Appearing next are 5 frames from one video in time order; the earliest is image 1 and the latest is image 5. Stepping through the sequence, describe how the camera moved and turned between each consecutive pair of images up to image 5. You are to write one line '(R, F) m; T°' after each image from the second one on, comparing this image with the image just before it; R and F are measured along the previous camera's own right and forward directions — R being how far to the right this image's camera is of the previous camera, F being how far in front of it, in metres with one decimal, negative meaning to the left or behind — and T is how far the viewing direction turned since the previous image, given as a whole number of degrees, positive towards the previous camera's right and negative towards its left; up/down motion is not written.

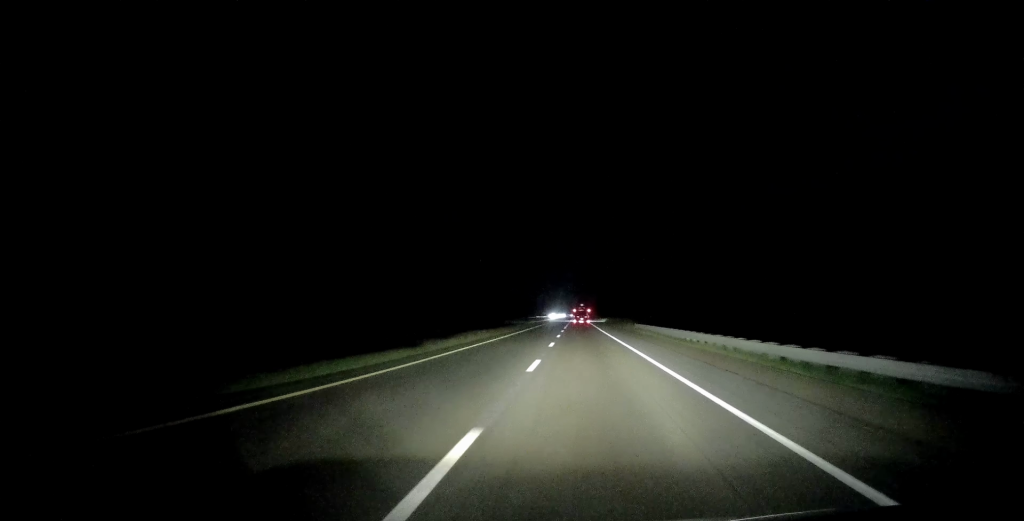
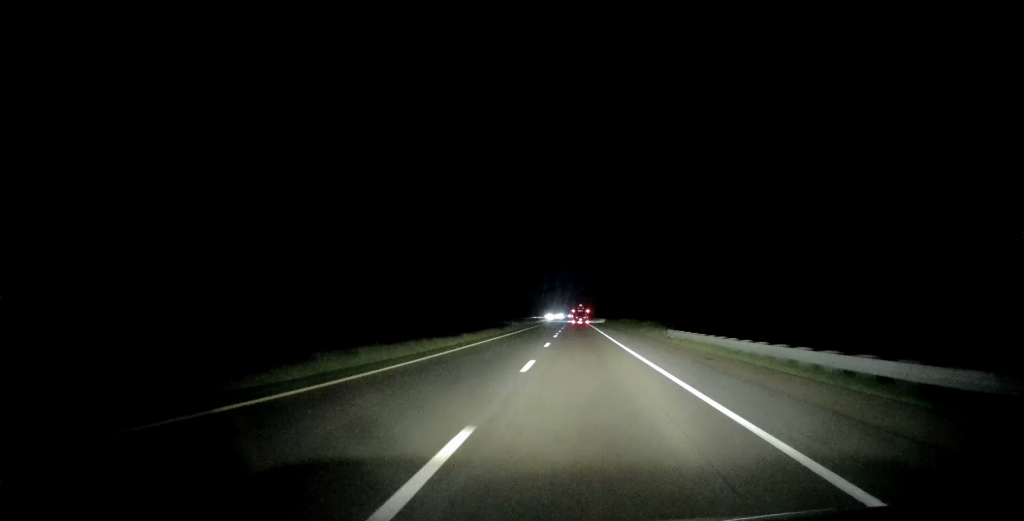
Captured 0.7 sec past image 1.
(+0.3, +24.1) m; +1°
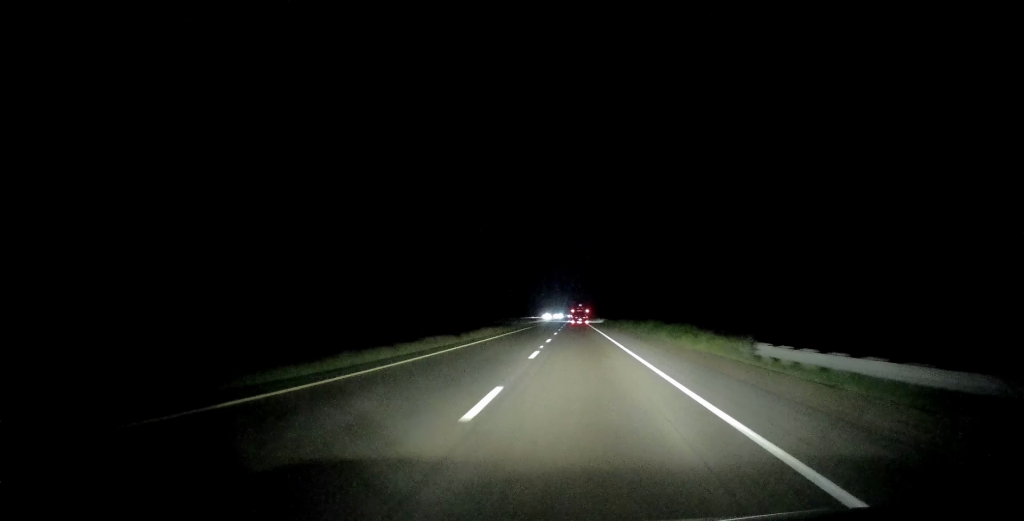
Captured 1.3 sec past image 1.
(+0.1, +19.7) m; 0°
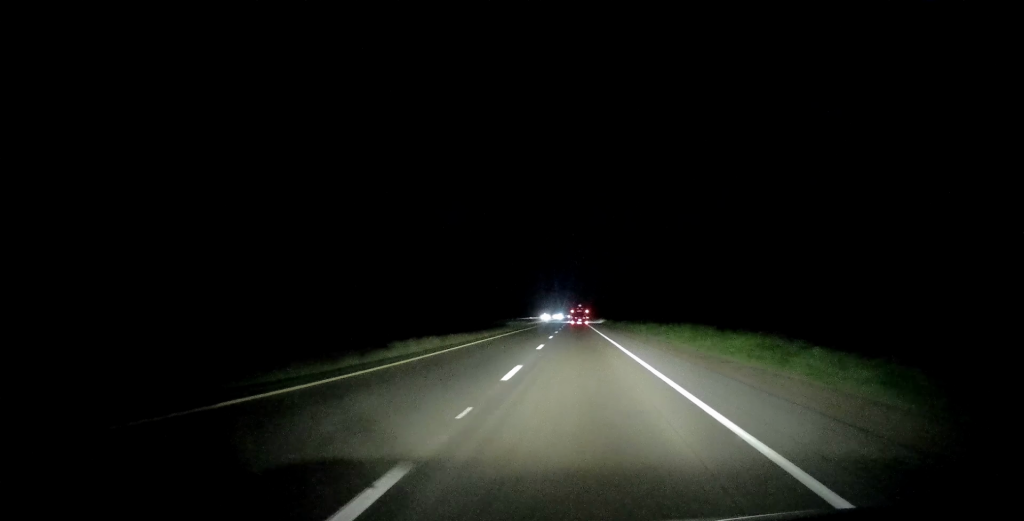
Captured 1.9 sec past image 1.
(+0.1, +18.6) m; -1°
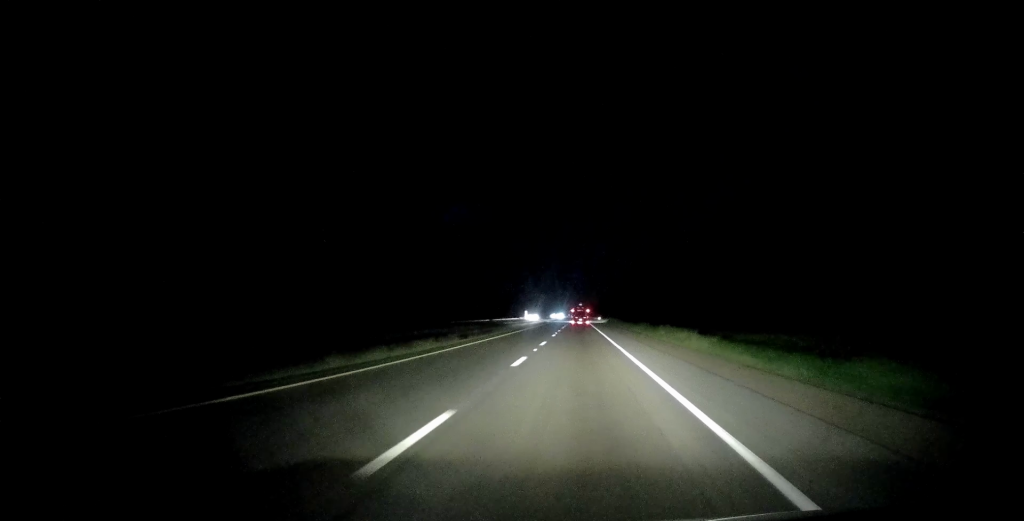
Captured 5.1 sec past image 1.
(+0.4, +104.9) m; 0°
